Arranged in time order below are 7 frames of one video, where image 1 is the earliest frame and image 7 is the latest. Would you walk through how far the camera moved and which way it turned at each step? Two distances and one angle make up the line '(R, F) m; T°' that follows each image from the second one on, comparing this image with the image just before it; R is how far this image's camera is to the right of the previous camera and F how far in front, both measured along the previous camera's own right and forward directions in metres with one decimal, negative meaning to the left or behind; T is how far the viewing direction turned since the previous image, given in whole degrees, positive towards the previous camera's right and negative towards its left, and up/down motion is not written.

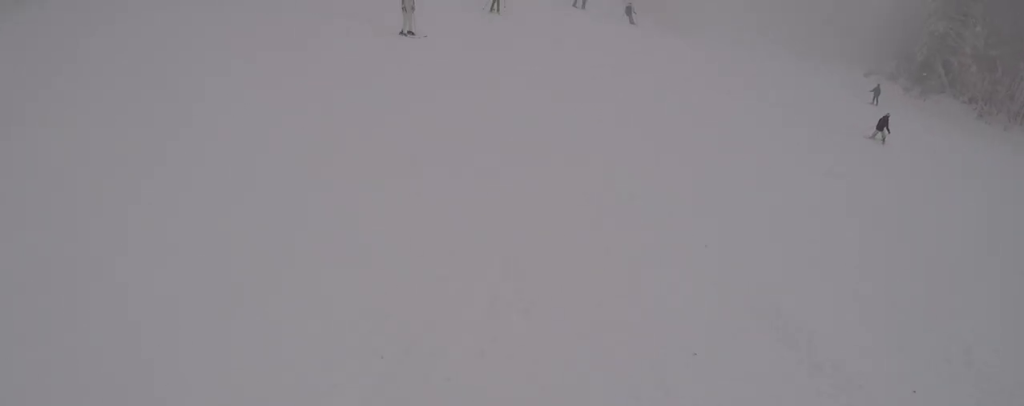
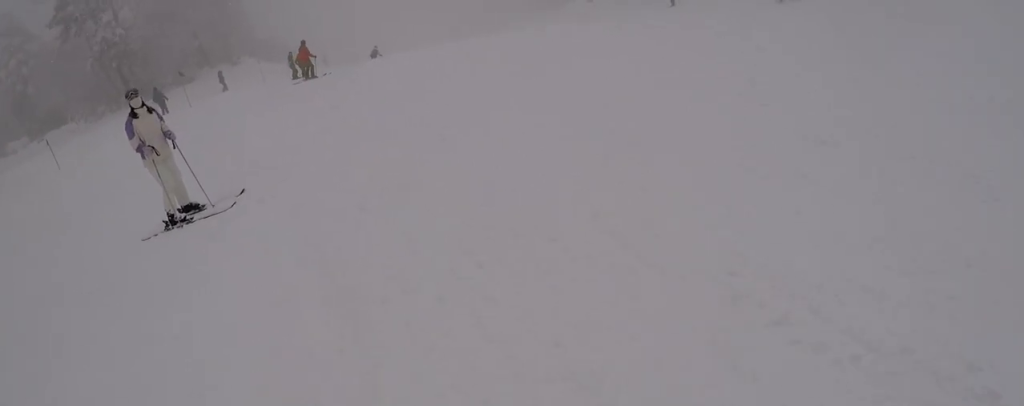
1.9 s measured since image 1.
(-1.7, +13.9) m; +9°
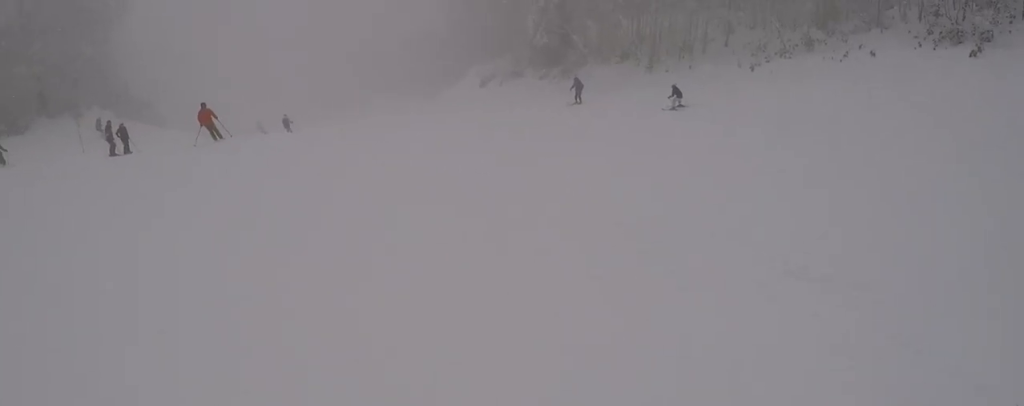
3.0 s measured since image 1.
(+1.6, +7.0) m; +22°
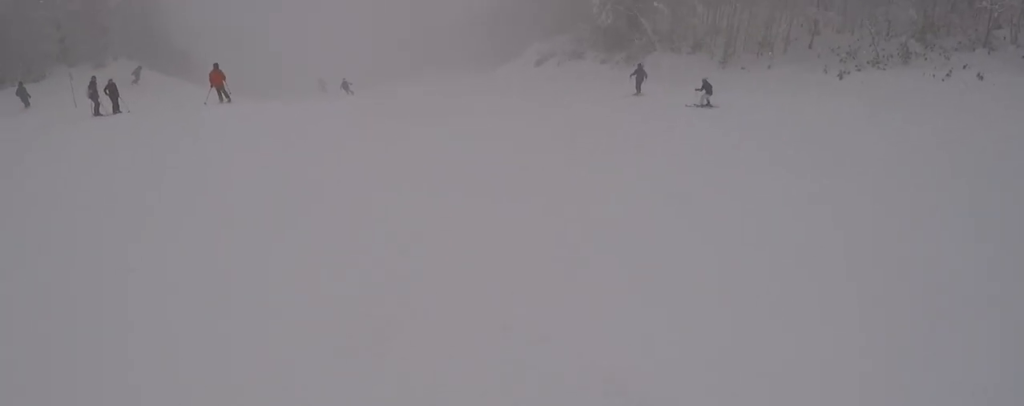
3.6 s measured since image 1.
(+0.4, +4.0) m; +9°
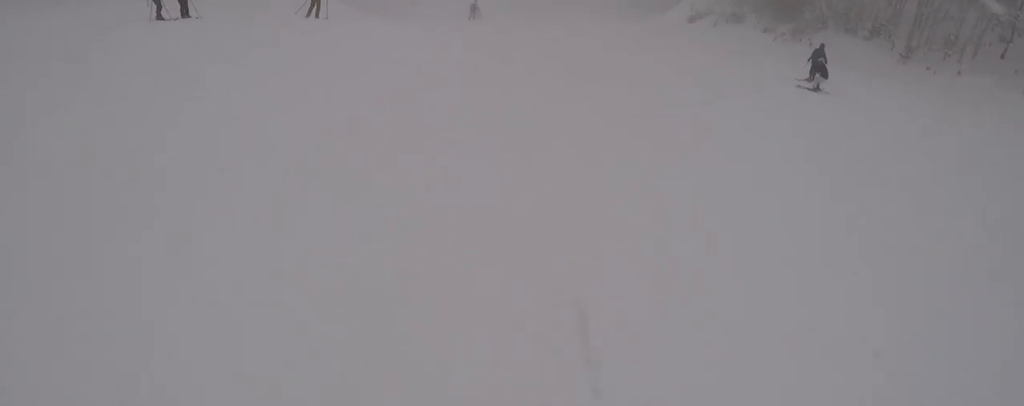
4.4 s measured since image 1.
(+0.4, +4.3) m; +2°
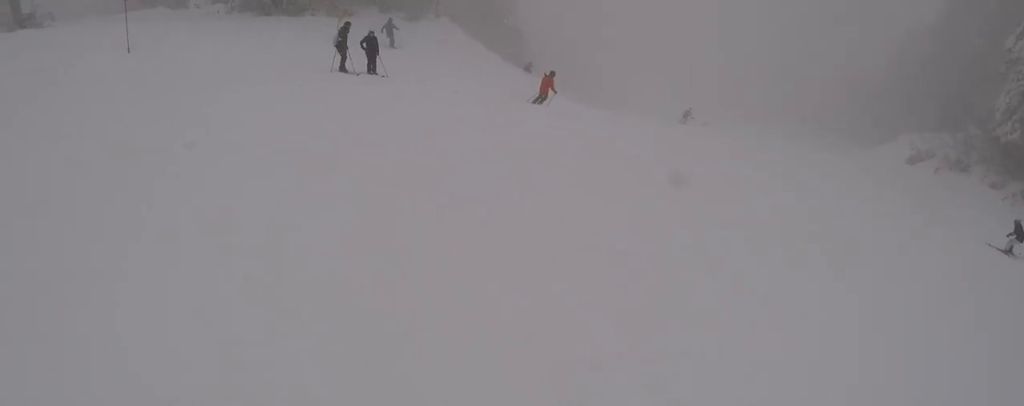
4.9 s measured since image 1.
(0.0, +2.7) m; -10°
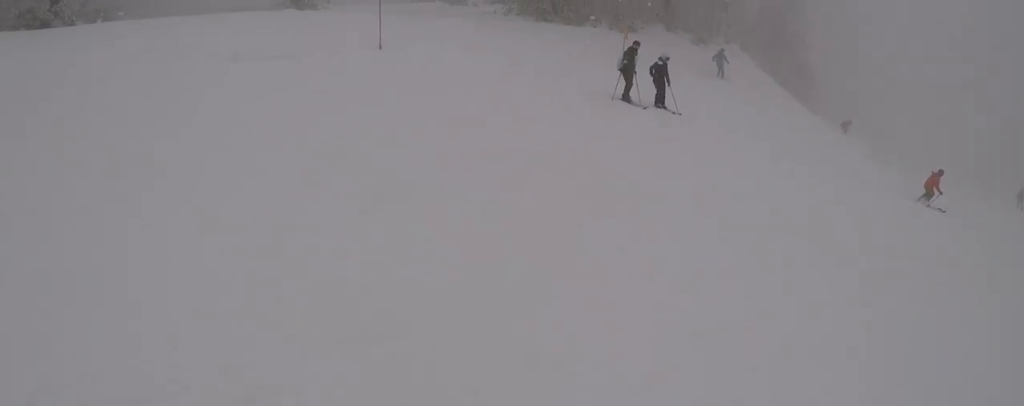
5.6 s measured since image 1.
(+0.4, +3.3) m; -23°
